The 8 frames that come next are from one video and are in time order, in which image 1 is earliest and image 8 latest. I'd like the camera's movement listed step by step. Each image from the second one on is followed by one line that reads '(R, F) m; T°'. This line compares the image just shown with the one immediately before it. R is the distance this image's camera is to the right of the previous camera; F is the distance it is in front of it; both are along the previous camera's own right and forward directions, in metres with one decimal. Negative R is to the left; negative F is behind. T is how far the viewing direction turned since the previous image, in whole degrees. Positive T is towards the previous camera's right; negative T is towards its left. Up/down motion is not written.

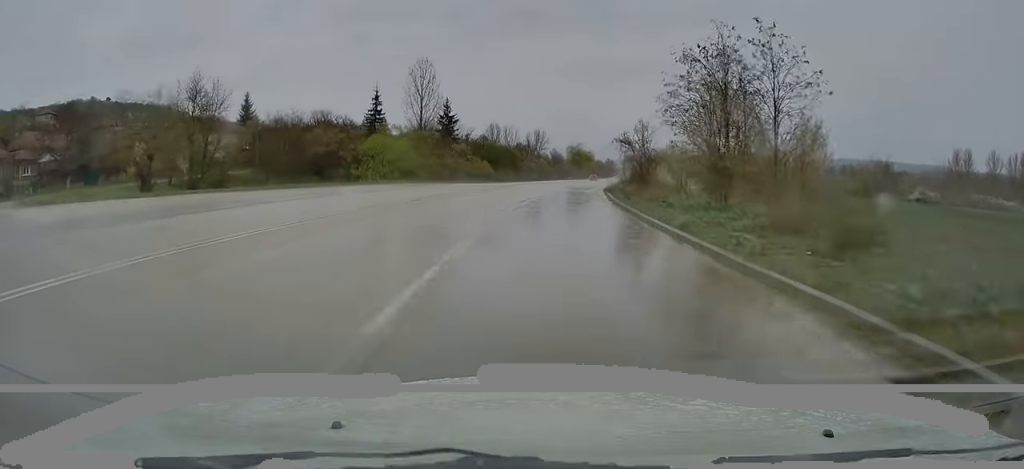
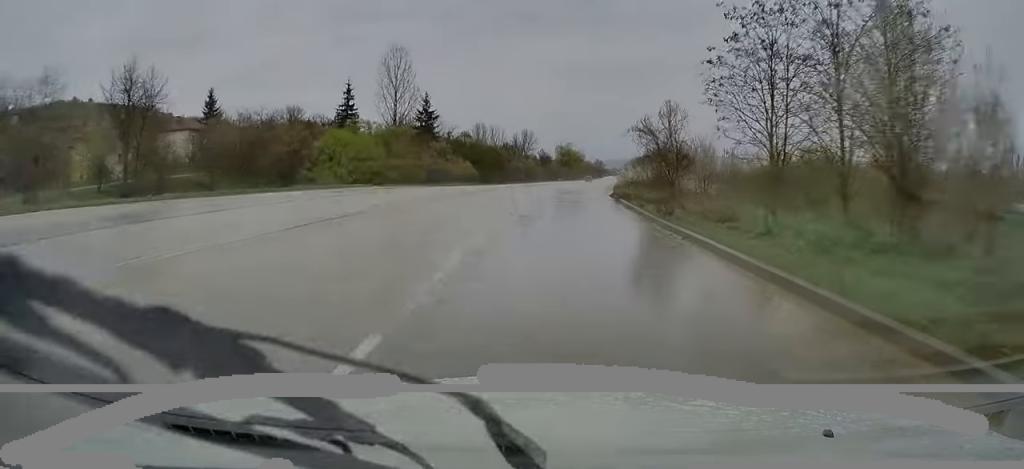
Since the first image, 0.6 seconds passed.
(+0.1, +11.7) m; +1°
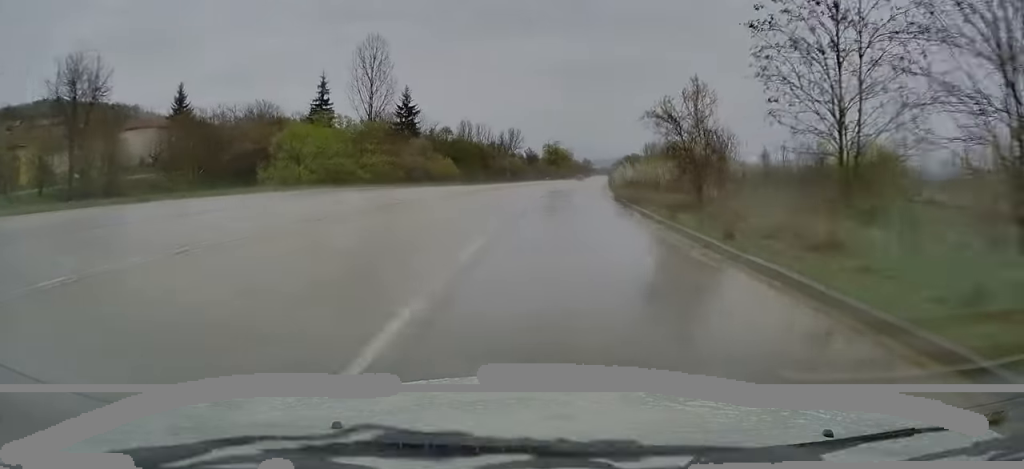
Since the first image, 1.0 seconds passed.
(0.0, +7.4) m; +1°
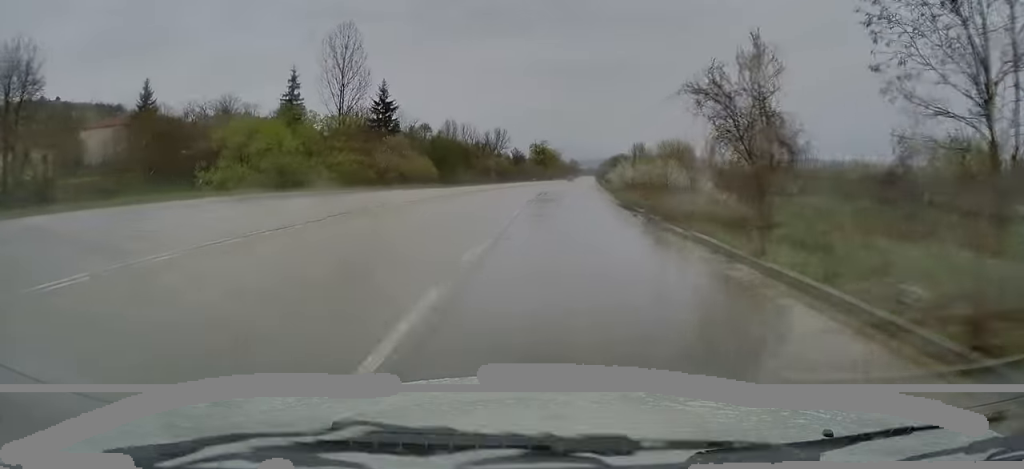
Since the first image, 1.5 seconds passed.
(0.0, +8.0) m; +1°
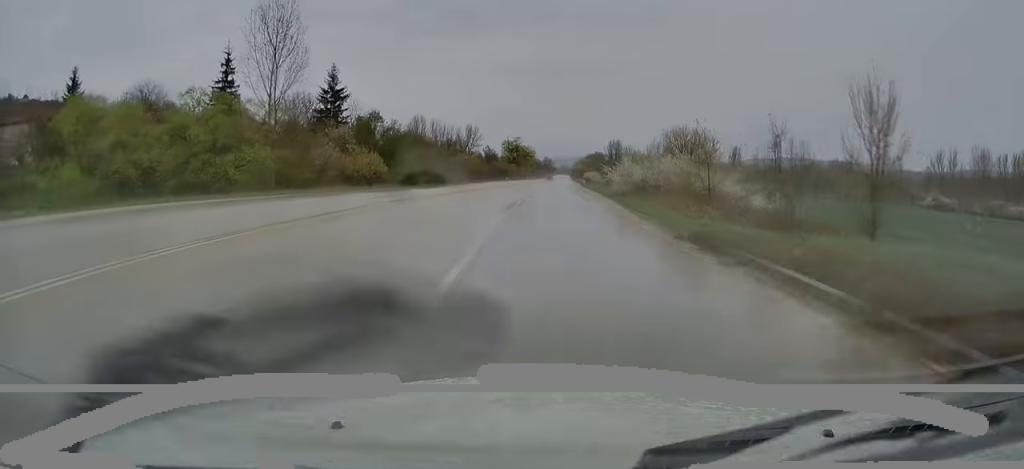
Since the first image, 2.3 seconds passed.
(+0.2, +14.8) m; +3°
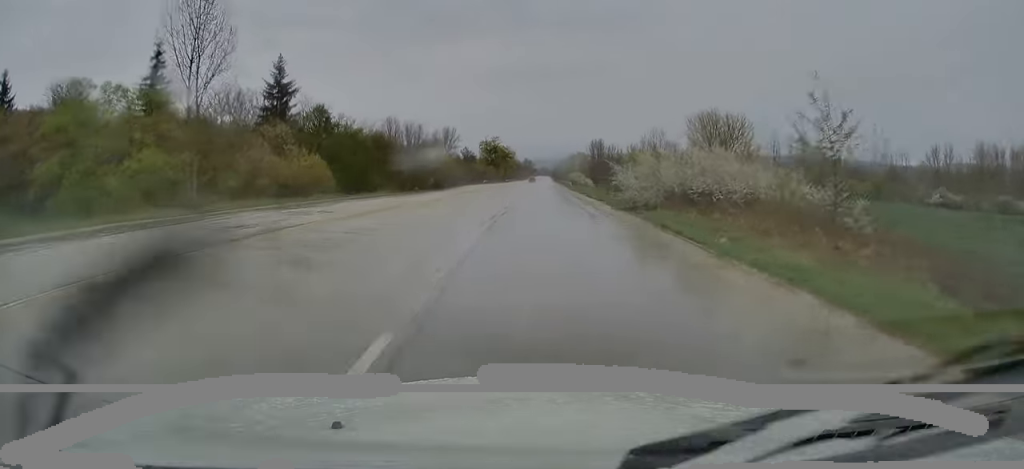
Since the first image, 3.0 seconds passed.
(+0.4, +12.9) m; +2°
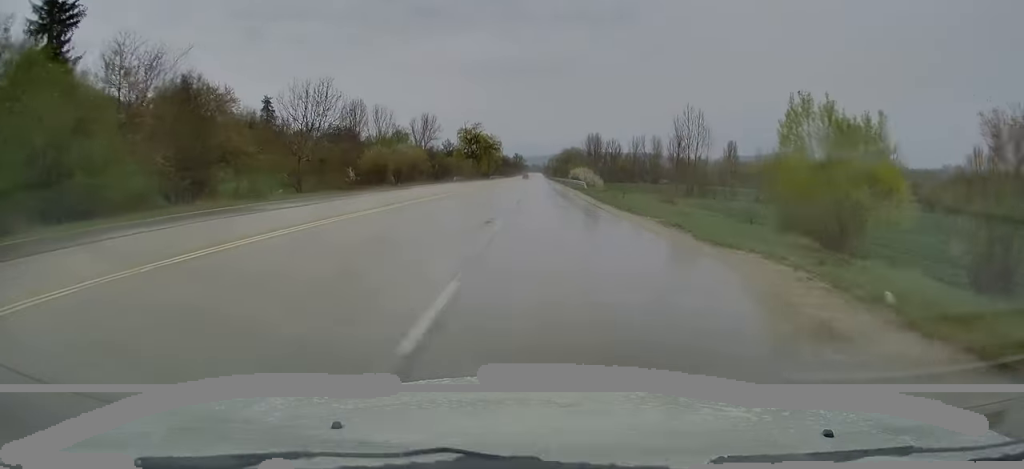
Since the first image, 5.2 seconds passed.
(+0.6, +41.4) m; 0°
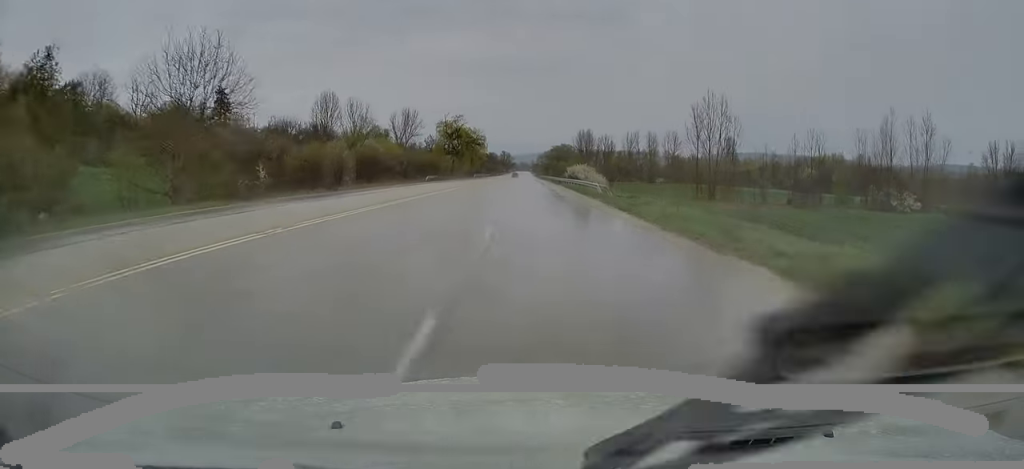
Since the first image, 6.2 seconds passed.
(+0.1, +19.1) m; +1°
